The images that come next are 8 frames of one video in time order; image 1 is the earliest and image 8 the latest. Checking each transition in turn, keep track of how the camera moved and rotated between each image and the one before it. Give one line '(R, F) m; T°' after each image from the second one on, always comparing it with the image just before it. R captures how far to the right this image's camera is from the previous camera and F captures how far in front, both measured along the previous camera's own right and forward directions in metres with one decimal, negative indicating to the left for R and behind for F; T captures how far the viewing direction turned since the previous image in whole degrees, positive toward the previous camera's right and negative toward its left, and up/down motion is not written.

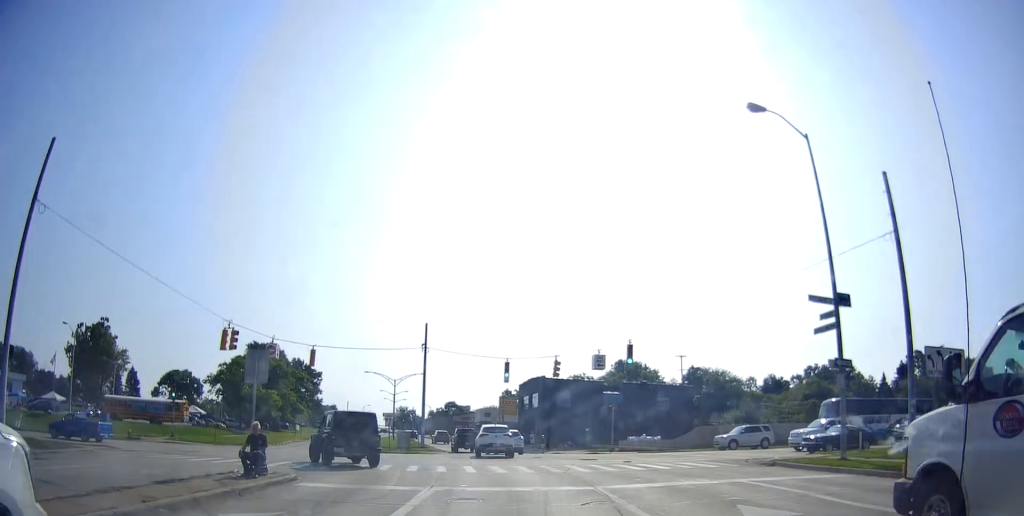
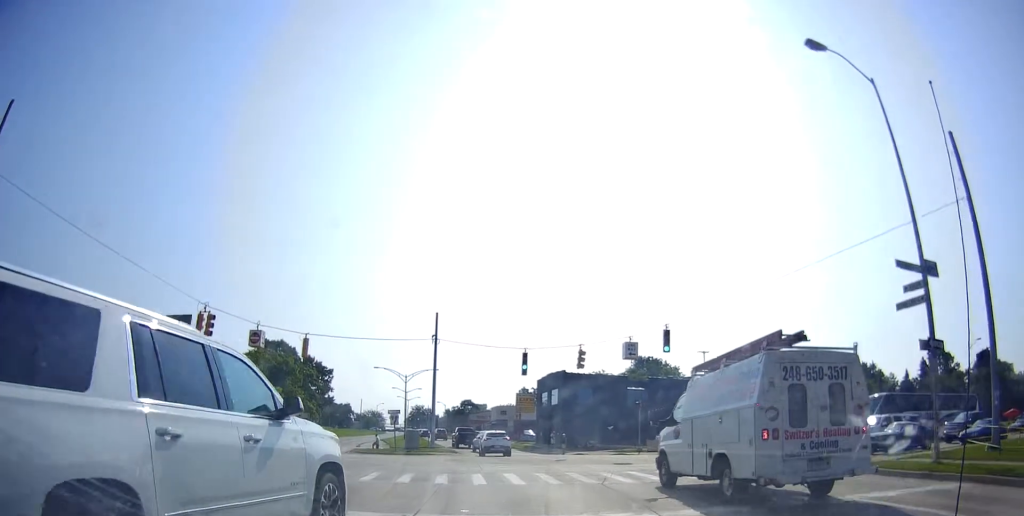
(+0.5, +4.3) m; +3°
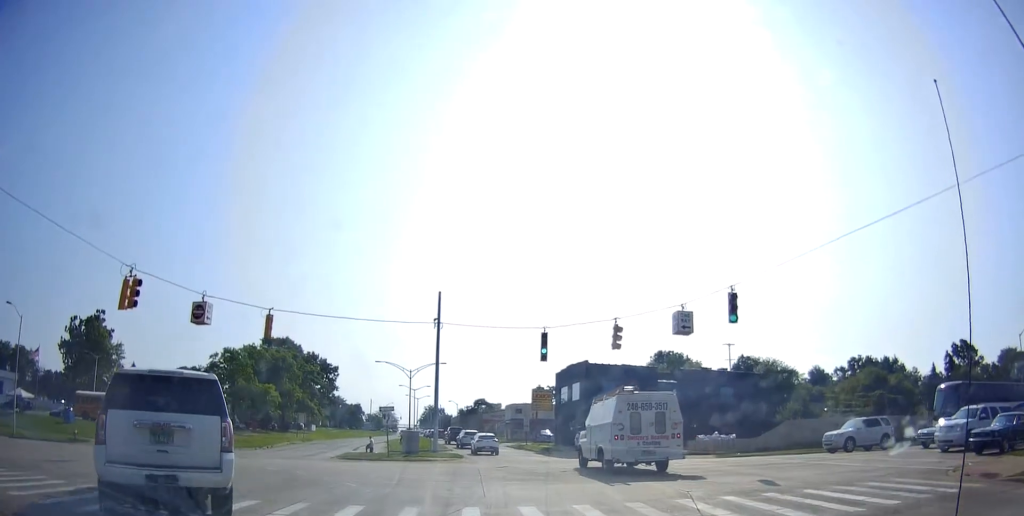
(0.0, +7.3) m; +5°
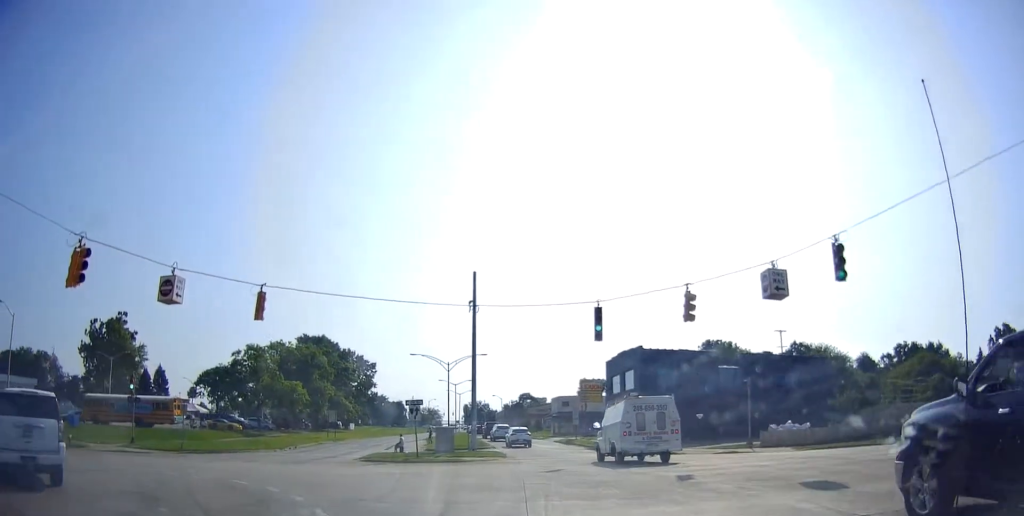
(0.0, +5.0) m; -8°
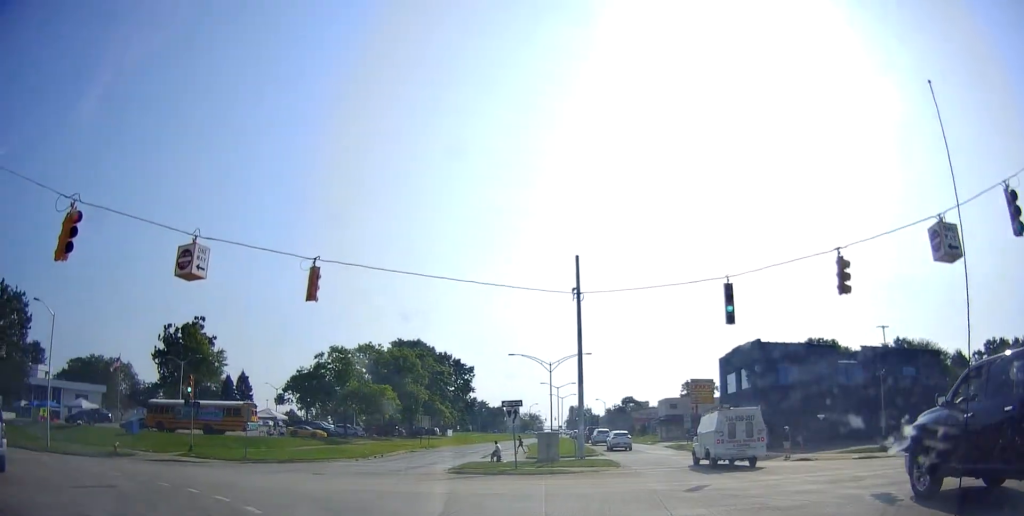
(-0.5, +4.4) m; -13°
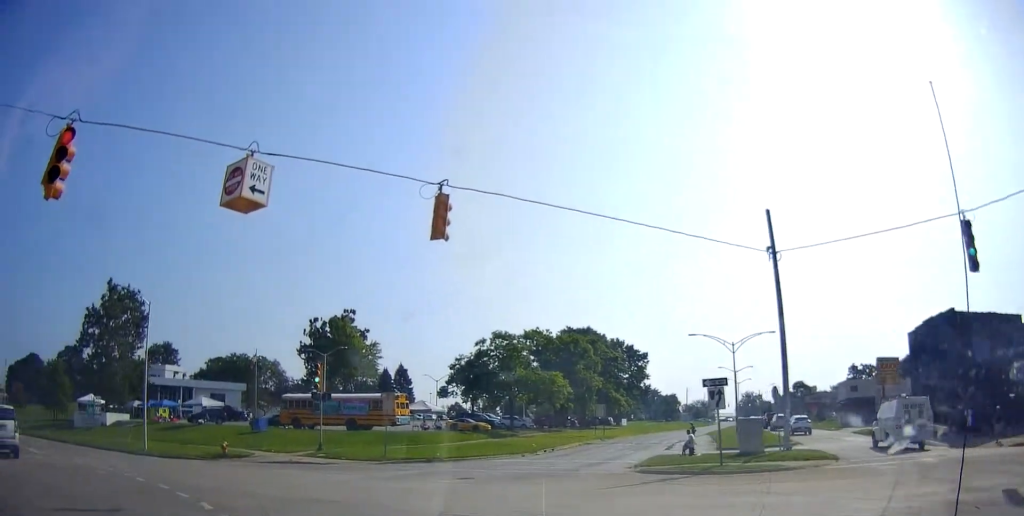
(-0.7, +5.4) m; -17°
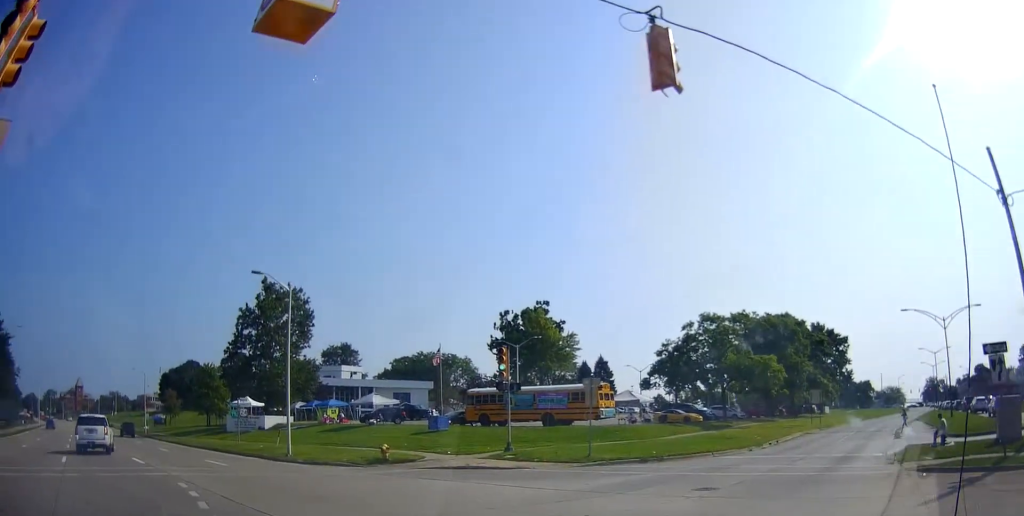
(-0.8, +5.3) m; -15°
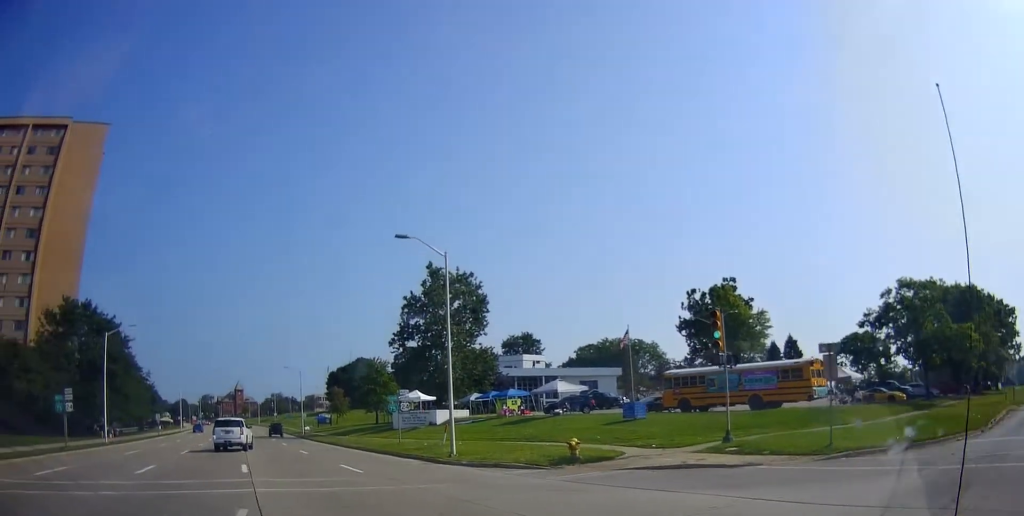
(-0.6, +5.2) m; -13°
